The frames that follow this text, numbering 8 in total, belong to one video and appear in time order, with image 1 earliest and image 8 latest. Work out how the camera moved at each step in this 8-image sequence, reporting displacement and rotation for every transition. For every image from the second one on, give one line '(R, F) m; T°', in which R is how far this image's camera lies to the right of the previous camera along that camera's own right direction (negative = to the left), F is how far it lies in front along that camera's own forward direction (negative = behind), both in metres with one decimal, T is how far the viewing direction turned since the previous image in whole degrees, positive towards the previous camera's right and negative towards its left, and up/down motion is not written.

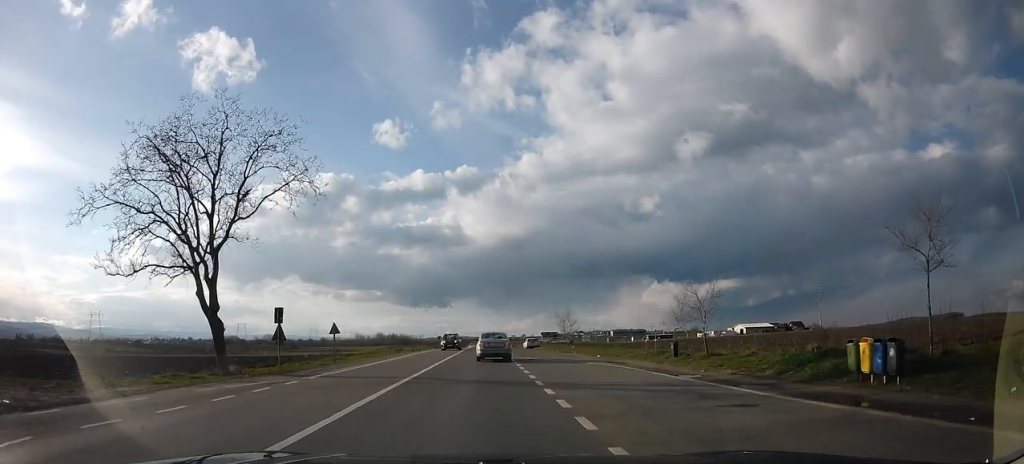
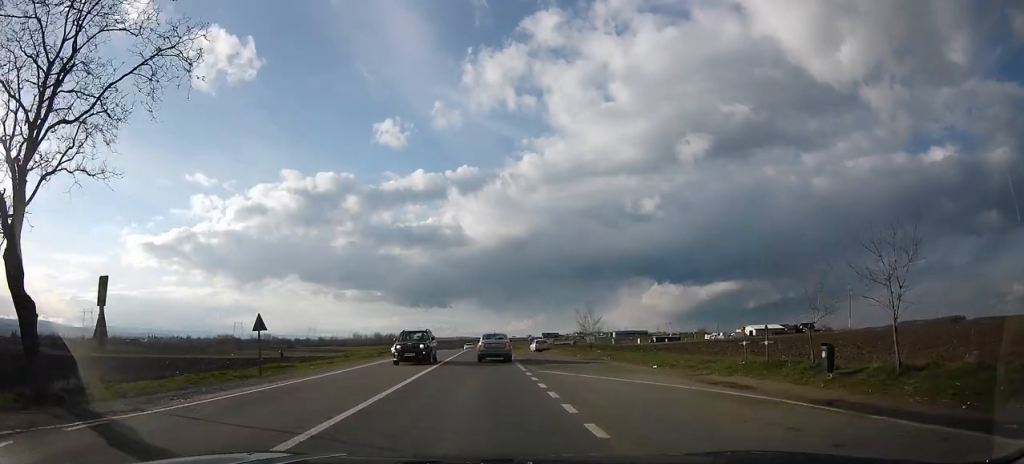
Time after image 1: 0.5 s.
(+0.1, +11.0) m; 0°
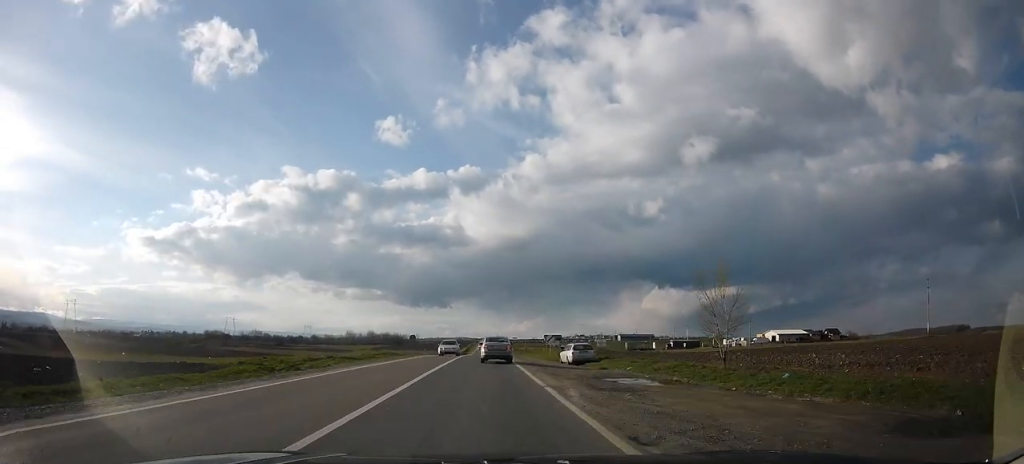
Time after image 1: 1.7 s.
(-0.4, +23.4) m; 0°
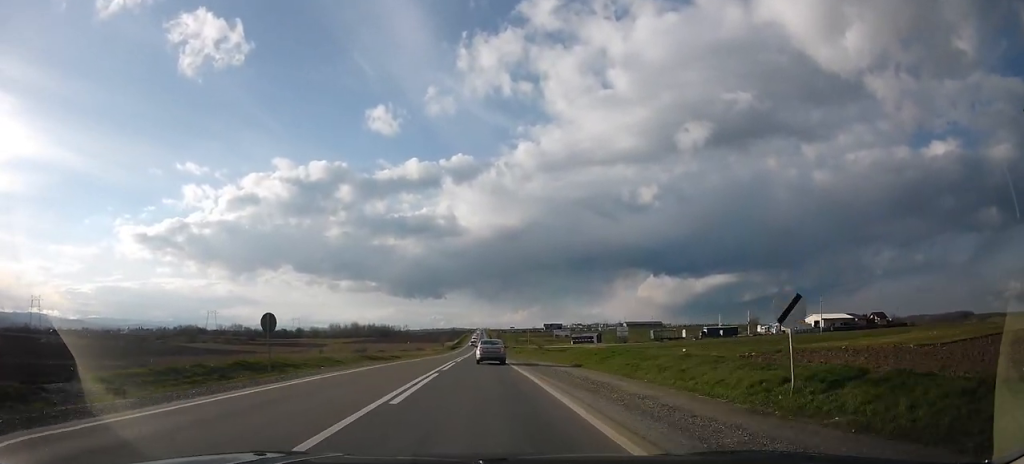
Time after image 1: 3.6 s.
(+0.4, +38.0) m; +3°
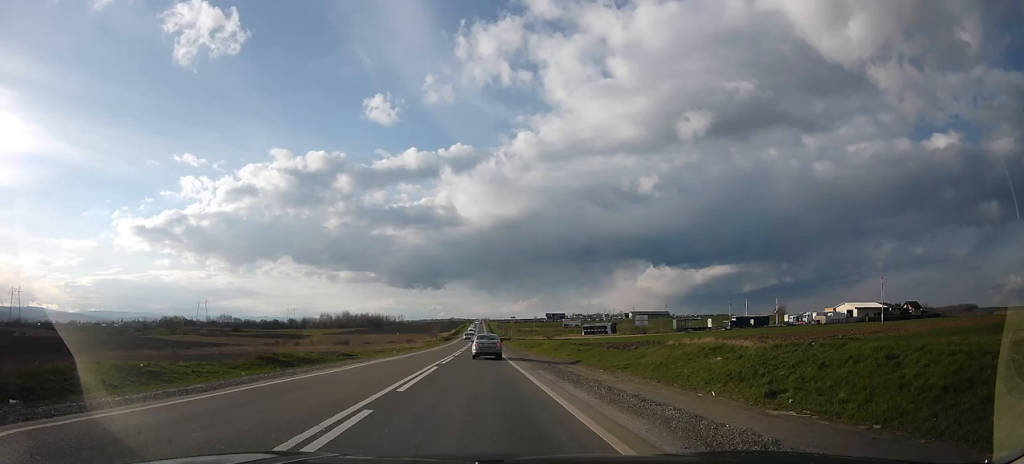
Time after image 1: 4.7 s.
(+0.7, +21.9) m; -1°
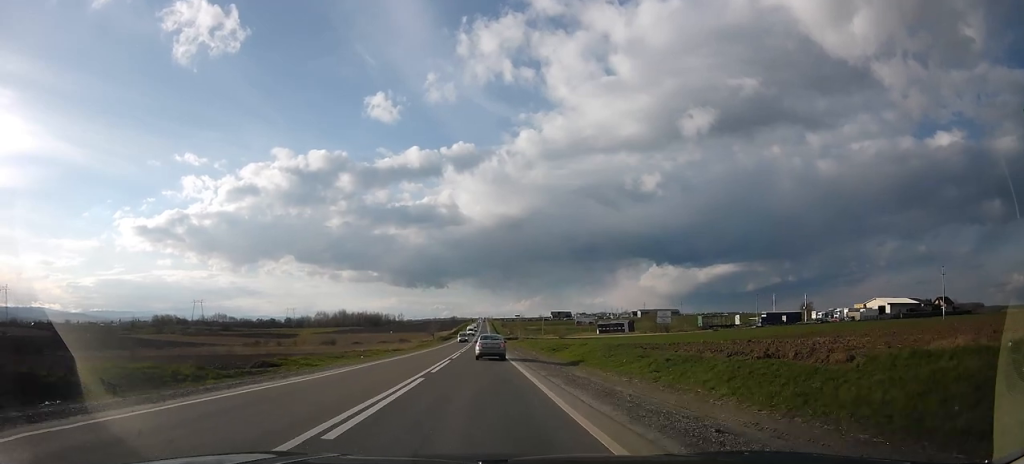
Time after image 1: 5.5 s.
(-1.0, +16.7) m; -1°
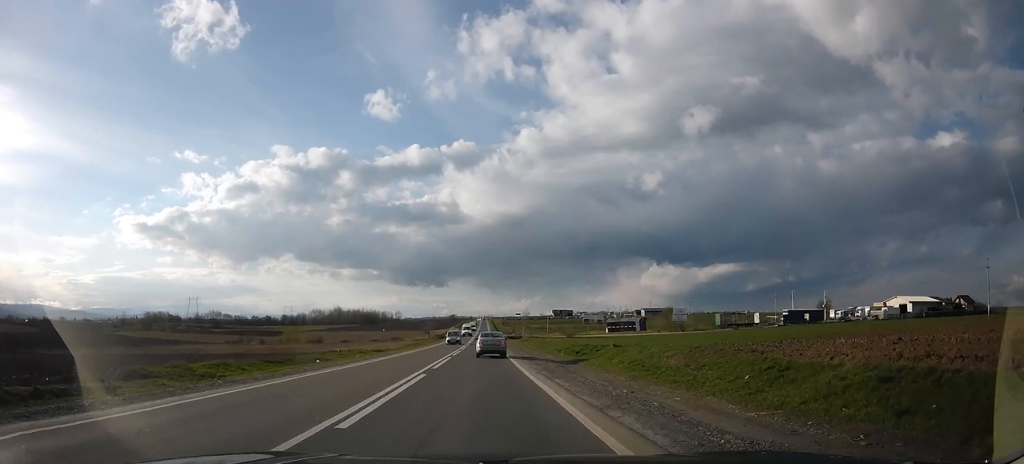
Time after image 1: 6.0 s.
(+0.4, +11.3) m; +1°
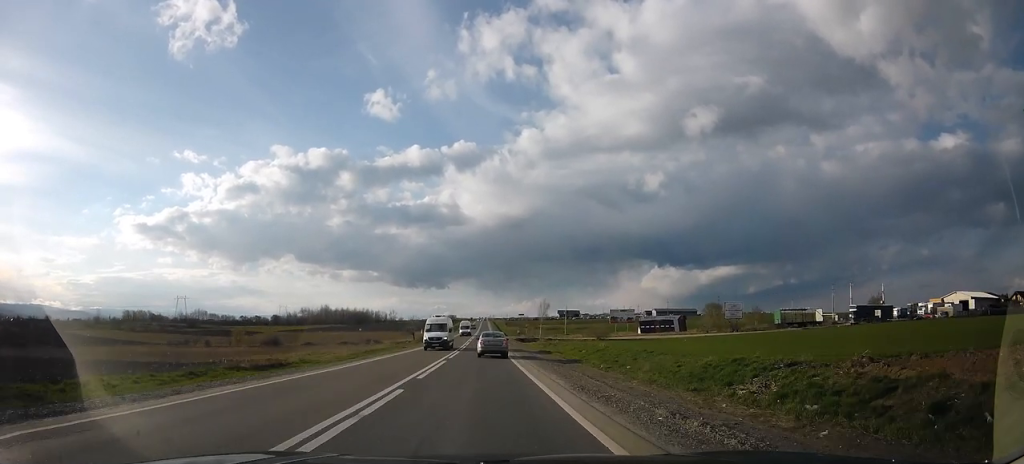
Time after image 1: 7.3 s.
(-0.1, +28.5) m; -1°
